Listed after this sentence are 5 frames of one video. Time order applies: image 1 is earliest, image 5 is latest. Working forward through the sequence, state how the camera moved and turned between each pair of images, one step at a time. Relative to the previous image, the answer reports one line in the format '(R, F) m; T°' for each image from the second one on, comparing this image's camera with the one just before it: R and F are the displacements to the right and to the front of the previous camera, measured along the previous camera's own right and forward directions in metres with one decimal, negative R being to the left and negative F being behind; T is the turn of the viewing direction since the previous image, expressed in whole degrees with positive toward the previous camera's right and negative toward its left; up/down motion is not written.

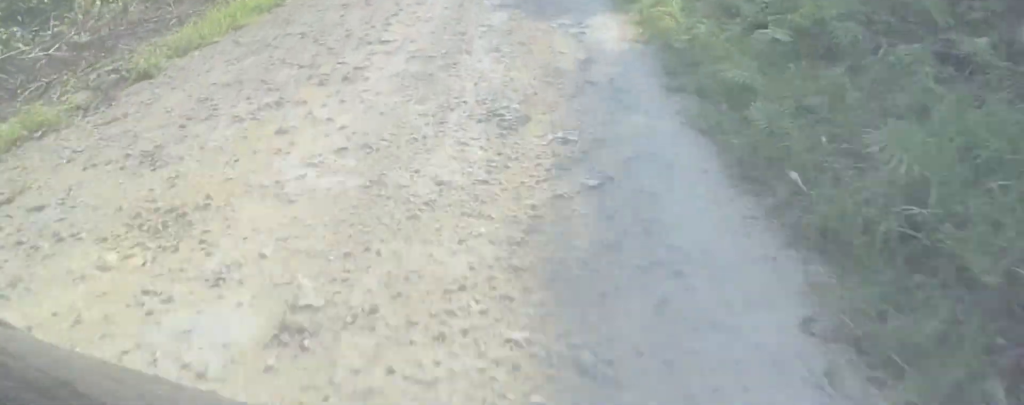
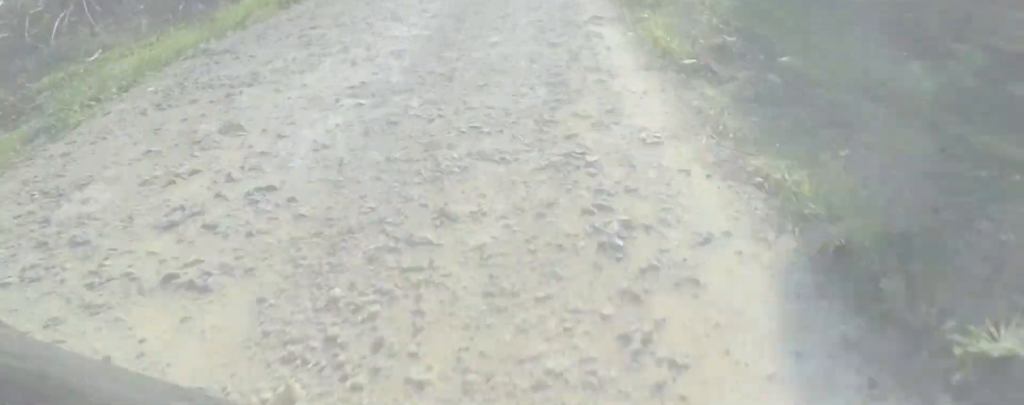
(-0.1, +11.0) m; +1°
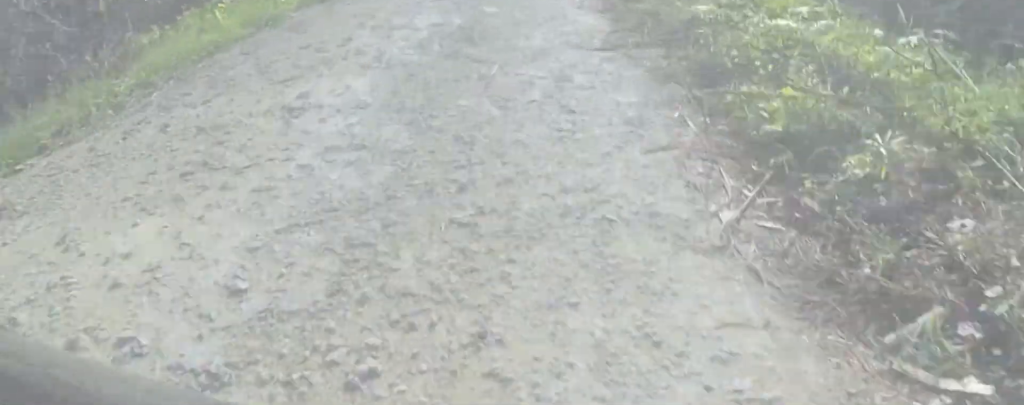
(0.0, +8.0) m; +1°
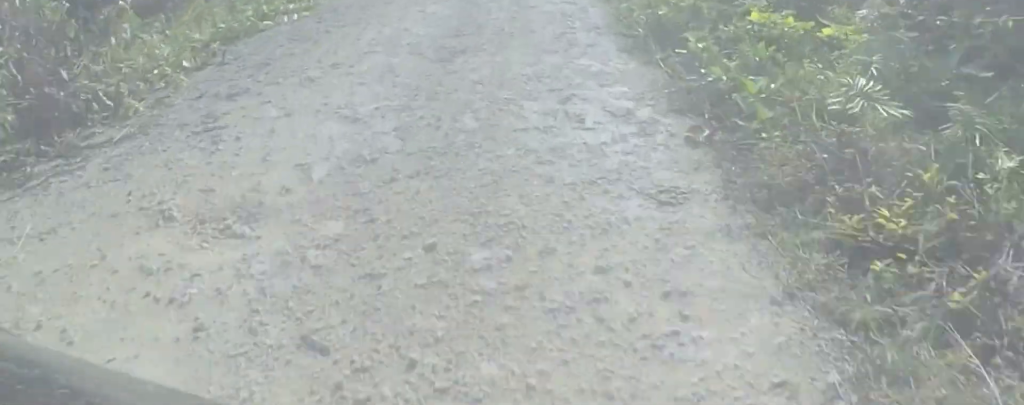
(+0.2, +10.9) m; 0°
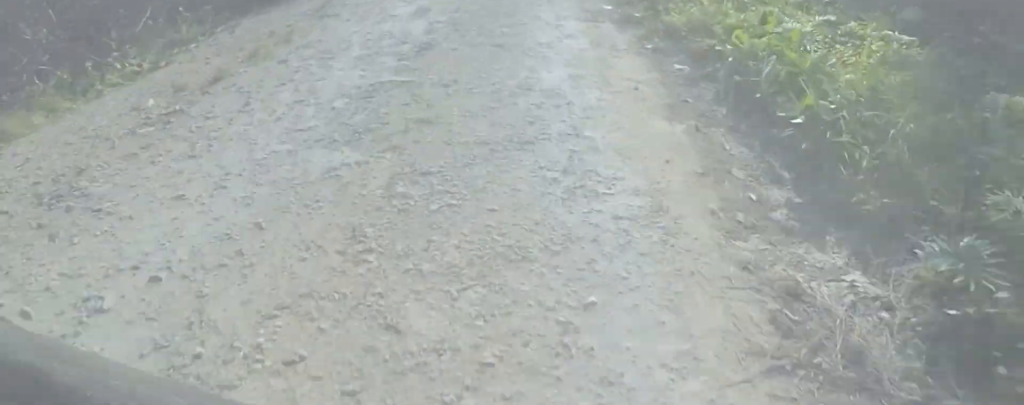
(-0.1, +10.2) m; -1°
